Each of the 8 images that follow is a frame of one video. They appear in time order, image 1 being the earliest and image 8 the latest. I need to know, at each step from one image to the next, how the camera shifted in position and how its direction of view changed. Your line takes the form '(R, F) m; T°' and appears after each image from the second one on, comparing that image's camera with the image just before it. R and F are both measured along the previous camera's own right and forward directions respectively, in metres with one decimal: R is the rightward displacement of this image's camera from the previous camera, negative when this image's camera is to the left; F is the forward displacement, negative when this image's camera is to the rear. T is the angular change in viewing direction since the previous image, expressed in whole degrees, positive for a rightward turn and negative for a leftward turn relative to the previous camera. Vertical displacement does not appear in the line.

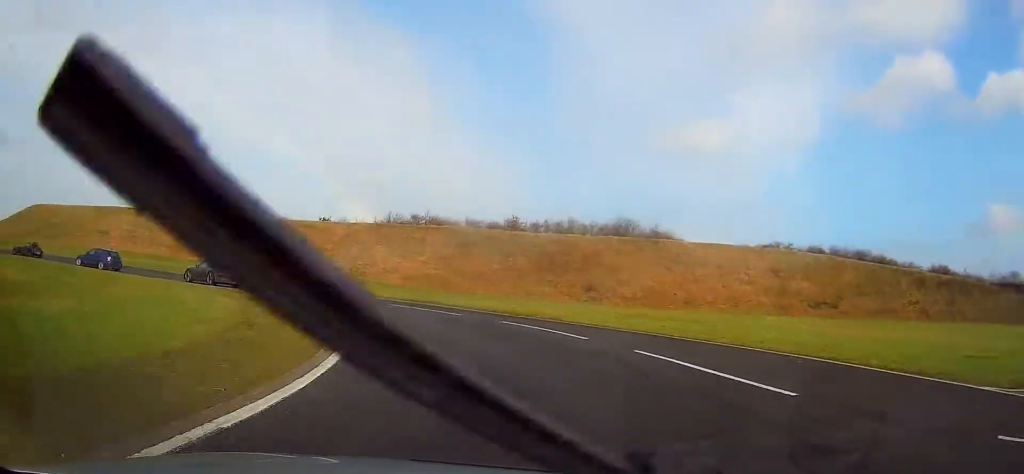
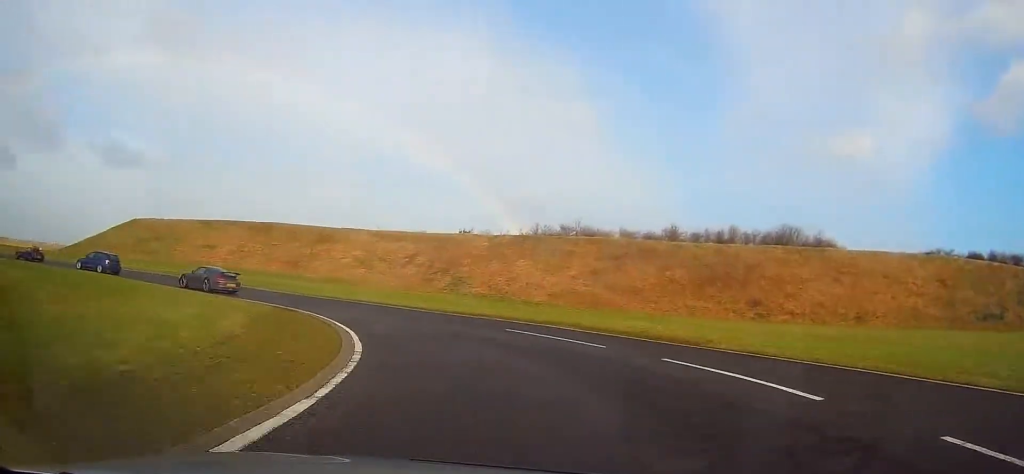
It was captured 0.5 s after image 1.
(-0.1, +7.8) m; -13°
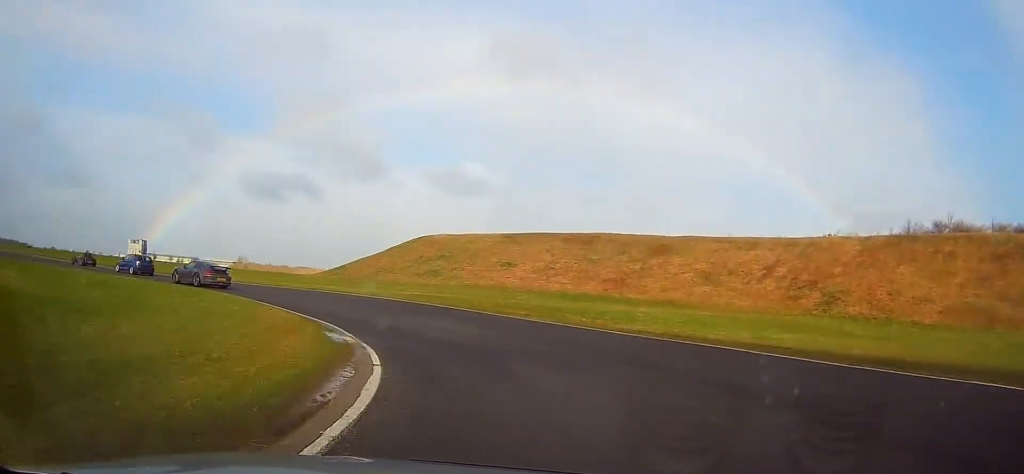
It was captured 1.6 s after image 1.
(-4.5, +15.9) m; -29°
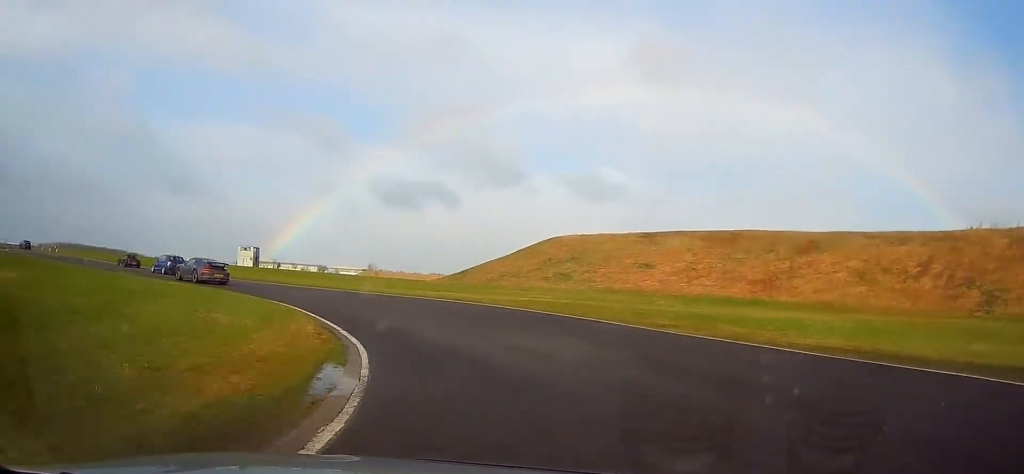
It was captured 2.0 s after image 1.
(-0.8, +6.3) m; -12°
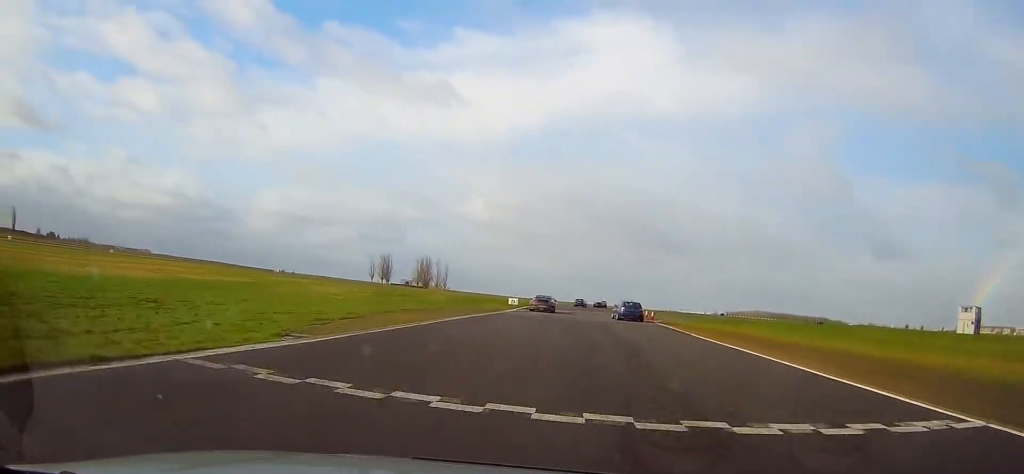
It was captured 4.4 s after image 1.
(-23.6, +31.8) m; -62°
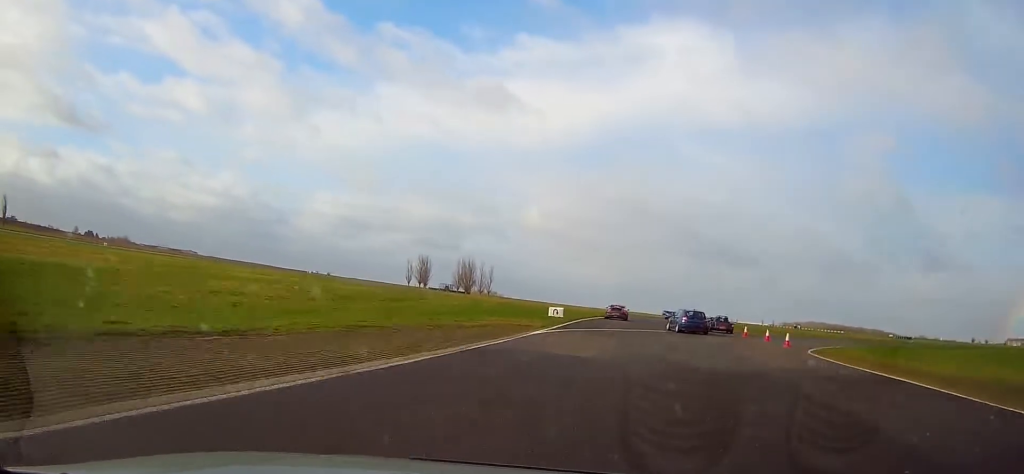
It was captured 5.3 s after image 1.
(-1.9, +22.9) m; -5°
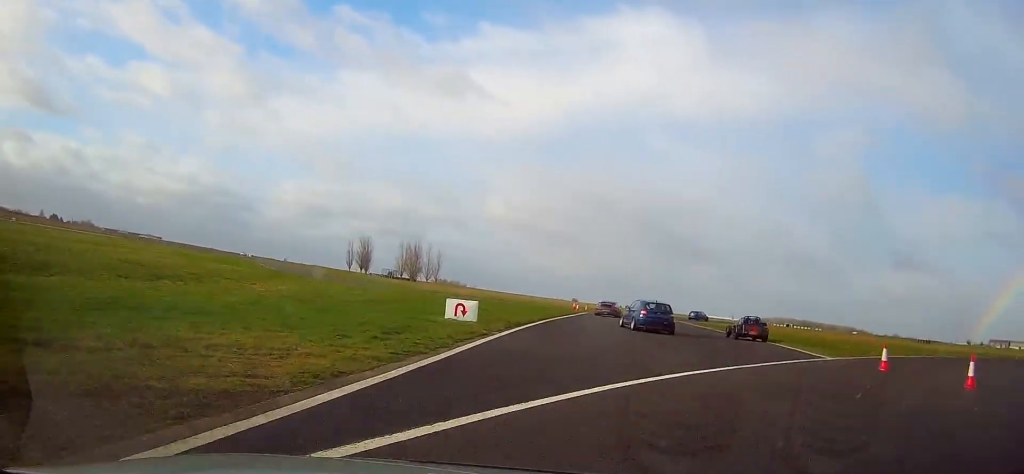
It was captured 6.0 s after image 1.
(-0.3, +22.3) m; 0°
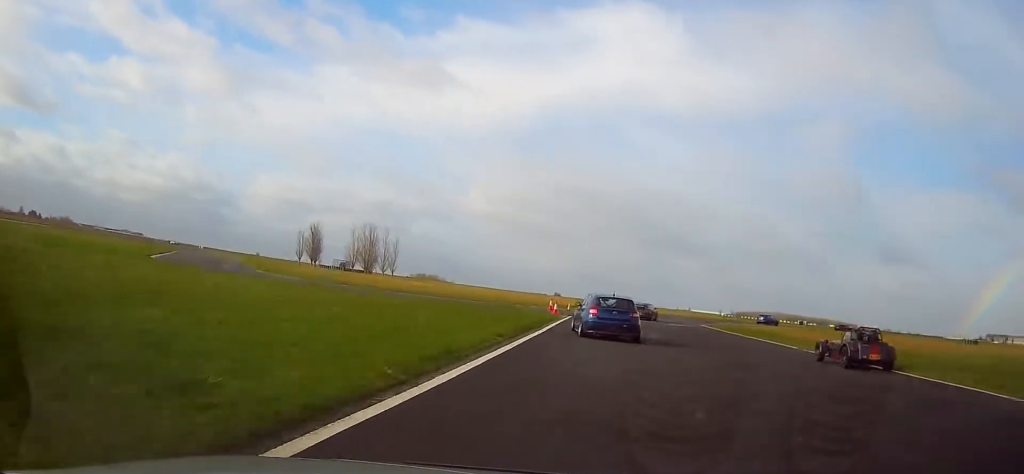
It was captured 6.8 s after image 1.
(0.0, +21.7) m; +1°
